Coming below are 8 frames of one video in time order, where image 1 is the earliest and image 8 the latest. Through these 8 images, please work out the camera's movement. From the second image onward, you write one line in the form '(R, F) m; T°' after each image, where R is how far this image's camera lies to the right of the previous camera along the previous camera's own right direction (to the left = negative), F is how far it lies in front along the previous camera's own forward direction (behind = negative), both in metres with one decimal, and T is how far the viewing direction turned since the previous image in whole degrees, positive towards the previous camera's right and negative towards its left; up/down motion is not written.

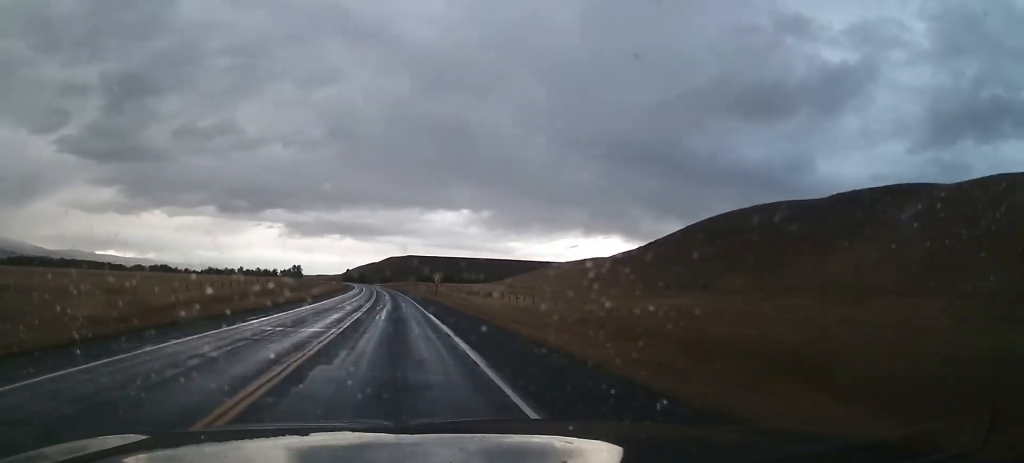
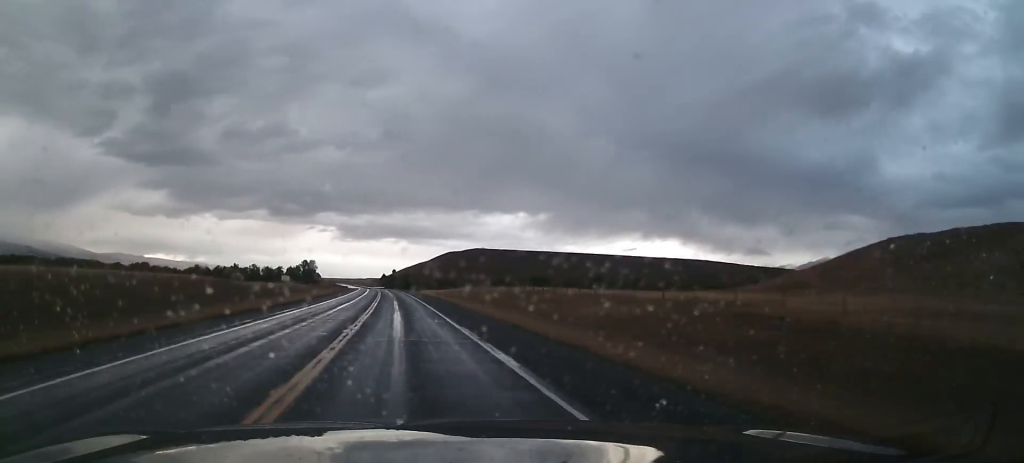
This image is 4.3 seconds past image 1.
(-3.1, +161.6) m; -4°
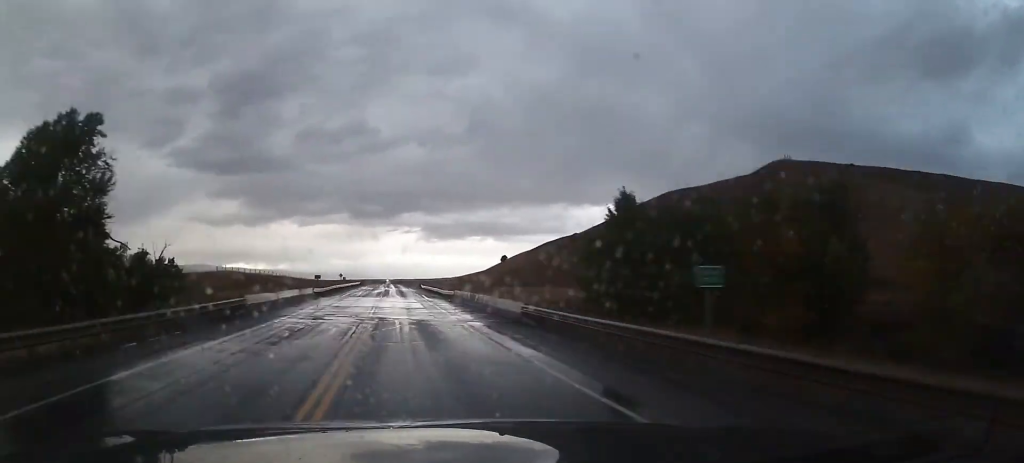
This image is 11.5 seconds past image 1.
(-20.9, +272.3) m; -6°
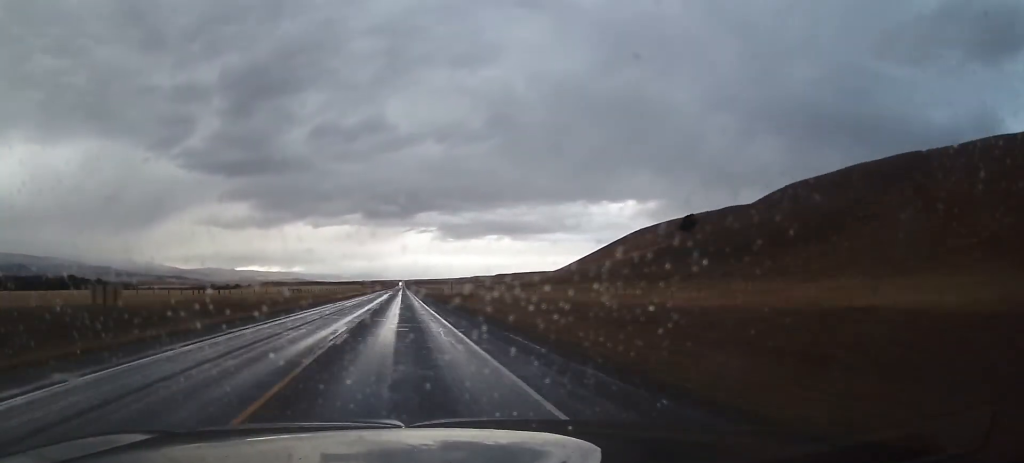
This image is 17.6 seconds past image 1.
(-6.8, +233.1) m; -1°
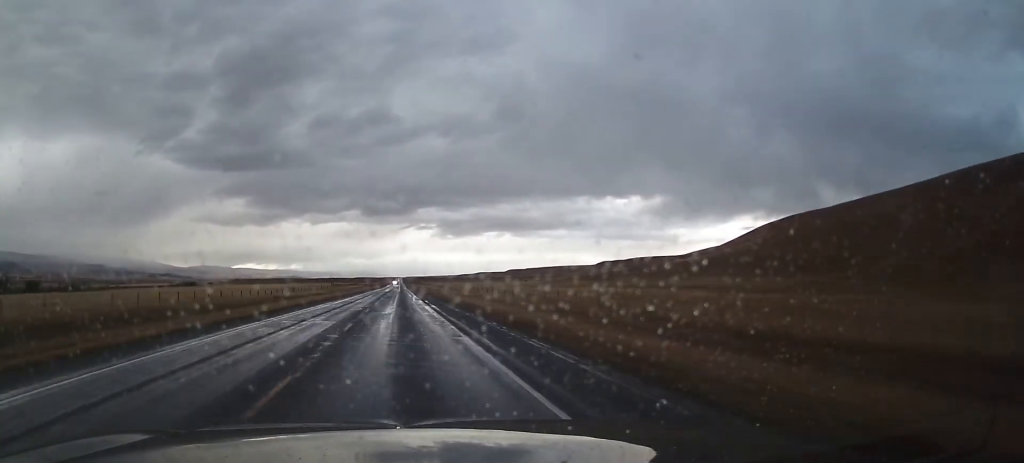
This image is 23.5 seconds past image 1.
(-0.4, +223.6) m; 0°
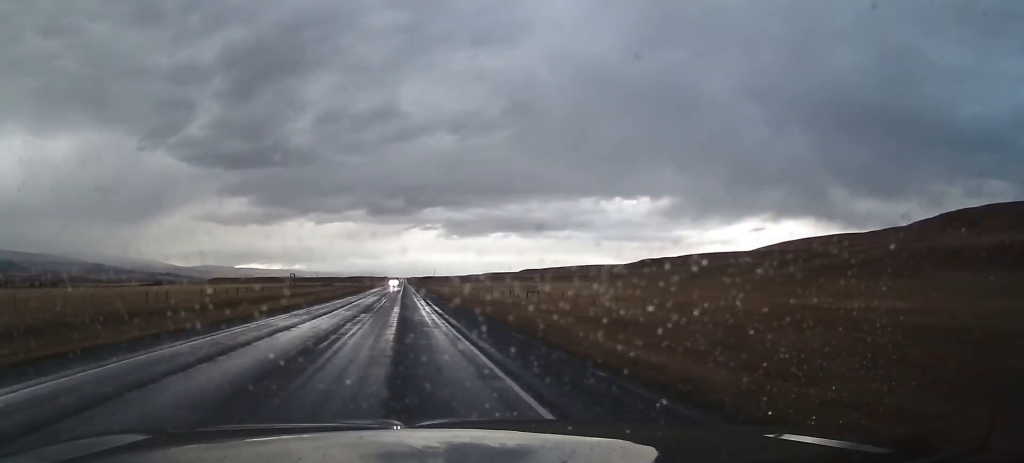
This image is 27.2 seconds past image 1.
(+0.5, +142.3) m; 0°
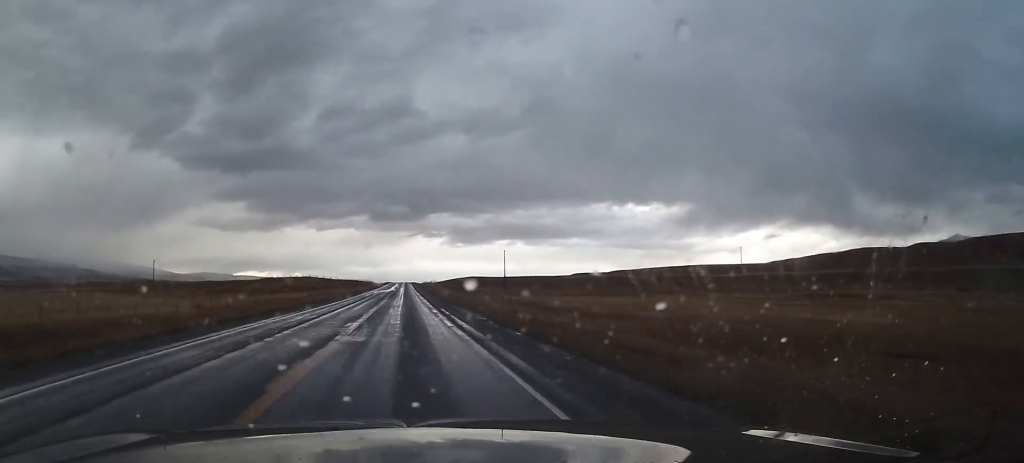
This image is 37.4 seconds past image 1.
(-0.1, +385.9) m; 0°
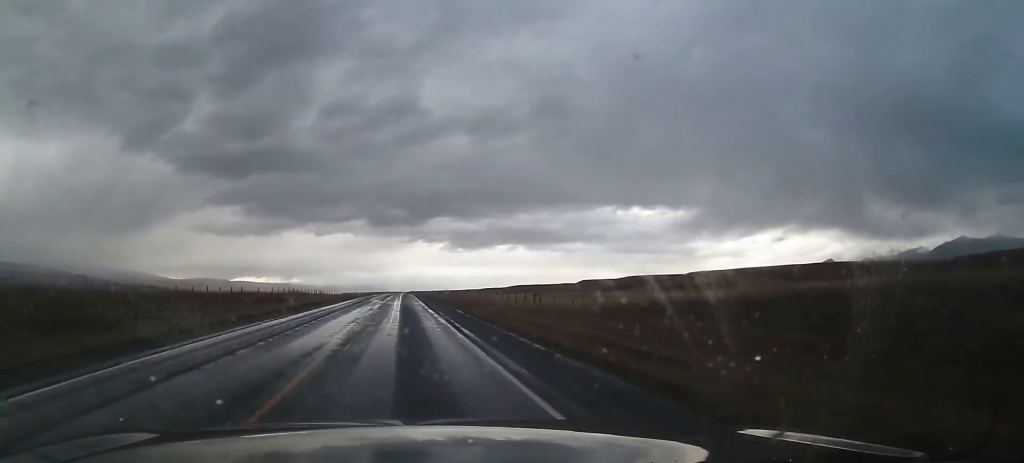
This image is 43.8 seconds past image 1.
(+0.3, +244.7) m; 0°
